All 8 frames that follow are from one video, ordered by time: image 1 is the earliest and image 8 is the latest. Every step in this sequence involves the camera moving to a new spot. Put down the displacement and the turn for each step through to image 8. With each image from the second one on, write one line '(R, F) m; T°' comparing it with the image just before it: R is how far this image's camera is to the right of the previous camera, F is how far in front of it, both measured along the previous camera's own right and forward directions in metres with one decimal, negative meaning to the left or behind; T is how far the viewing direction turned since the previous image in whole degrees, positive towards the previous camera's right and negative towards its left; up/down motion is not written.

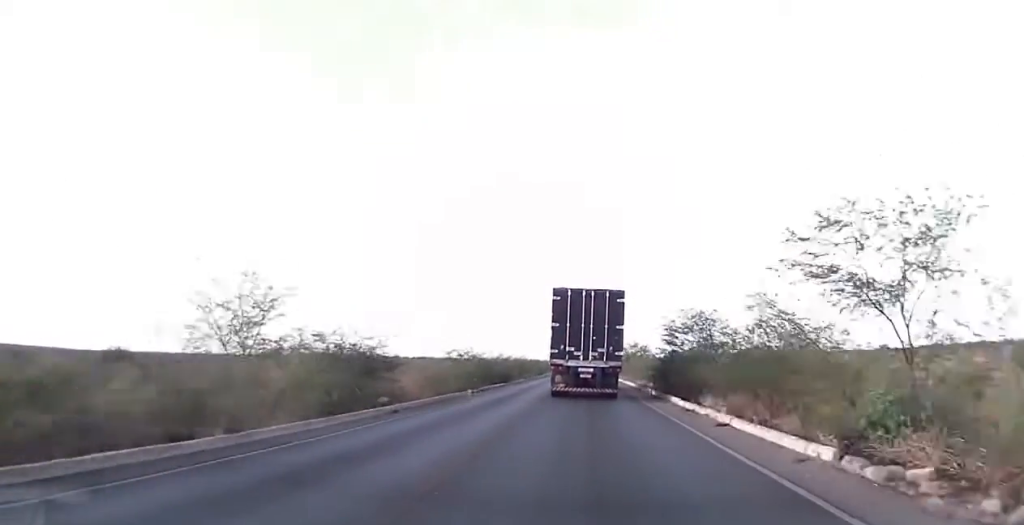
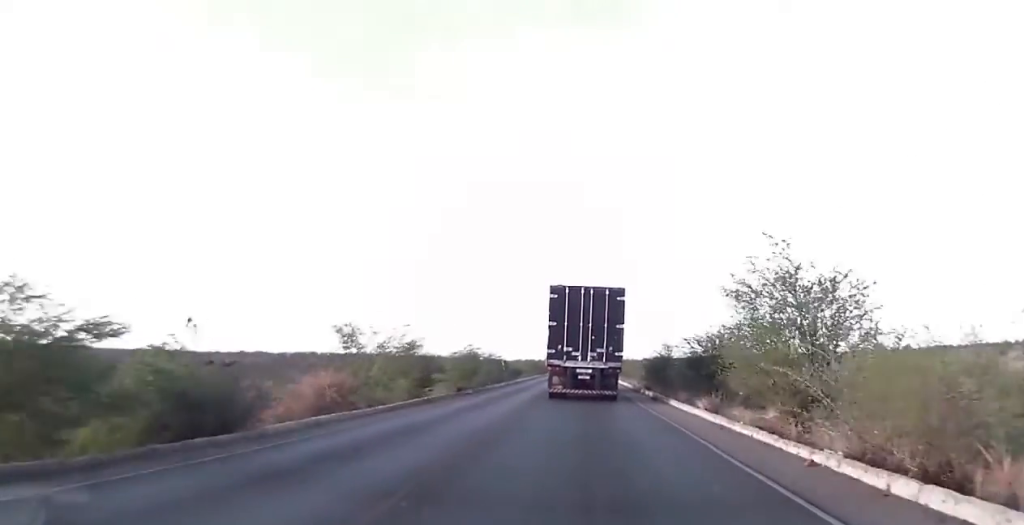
(0.0, +48.2) m; -1°
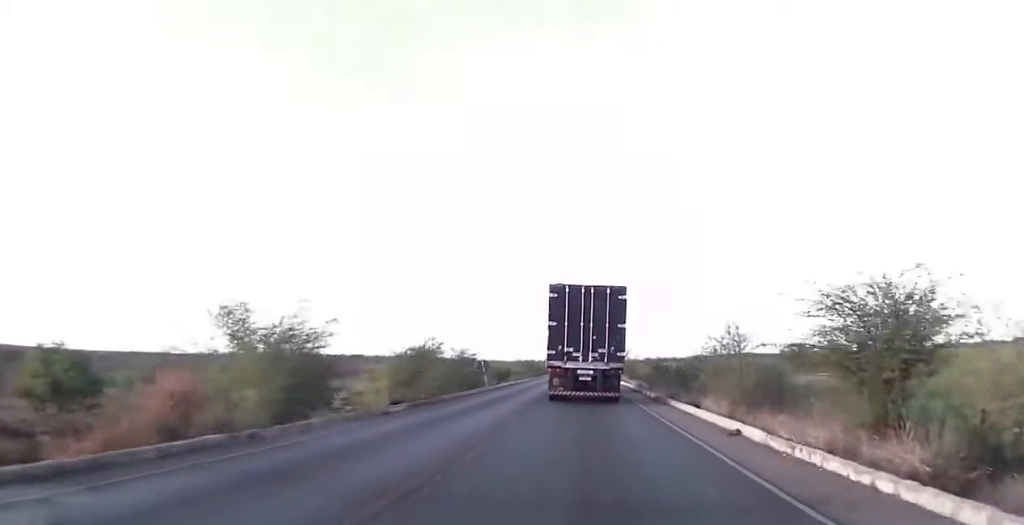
(-0.2, +15.5) m; -1°
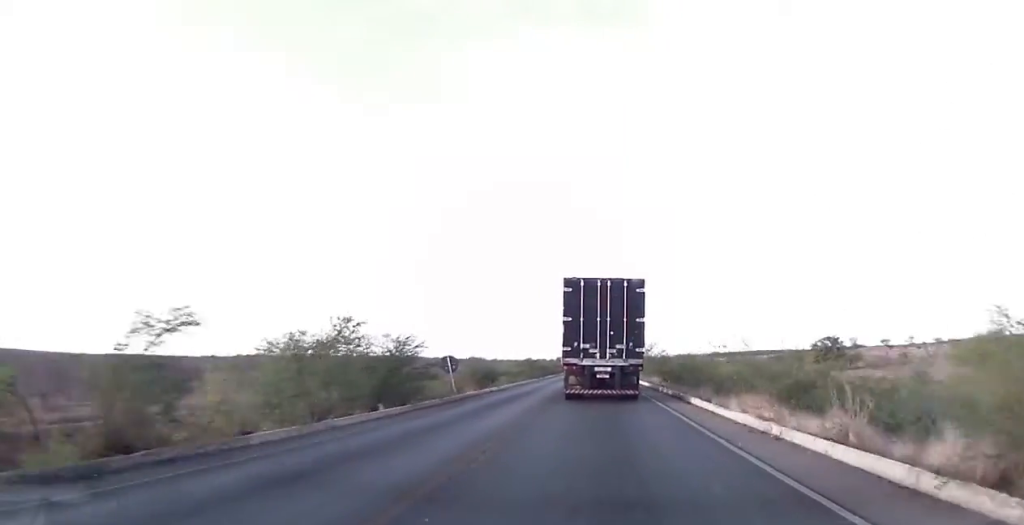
(0.0, +18.0) m; 0°
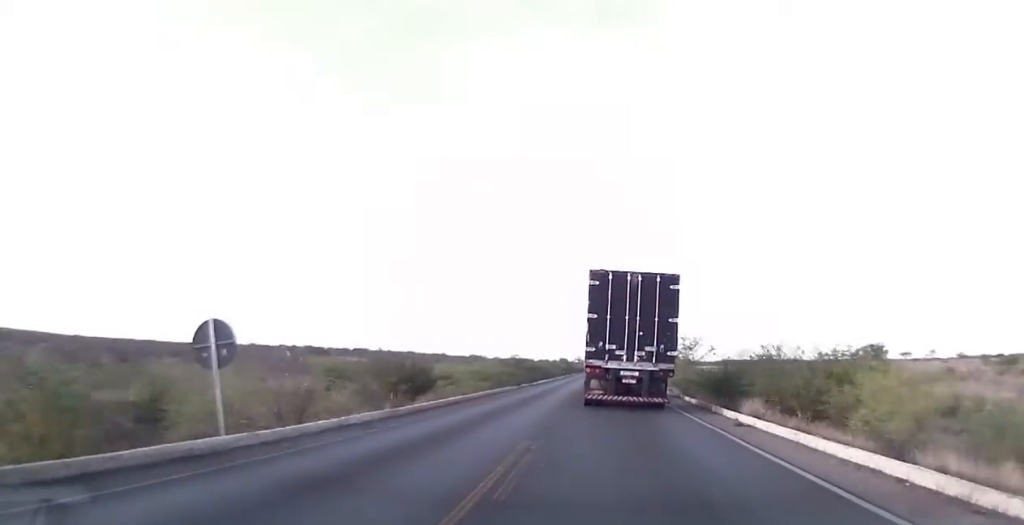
(+0.1, +24.0) m; 0°
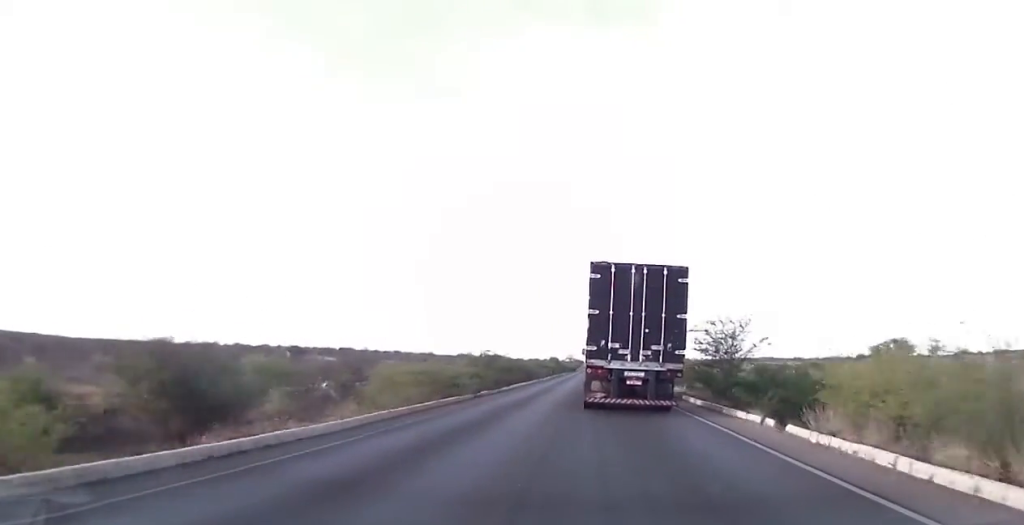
(0.0, +15.4) m; 0°
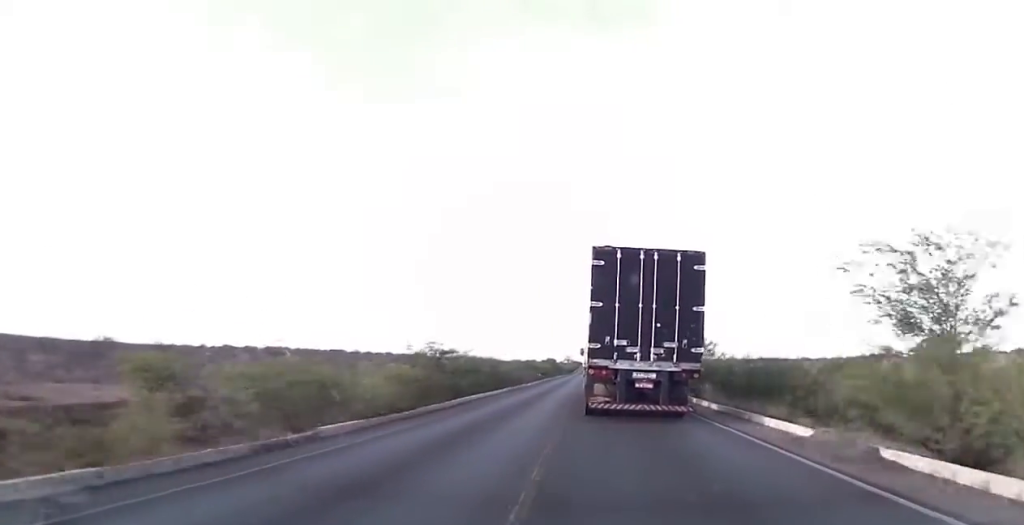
(0.0, +17.7) m; 0°
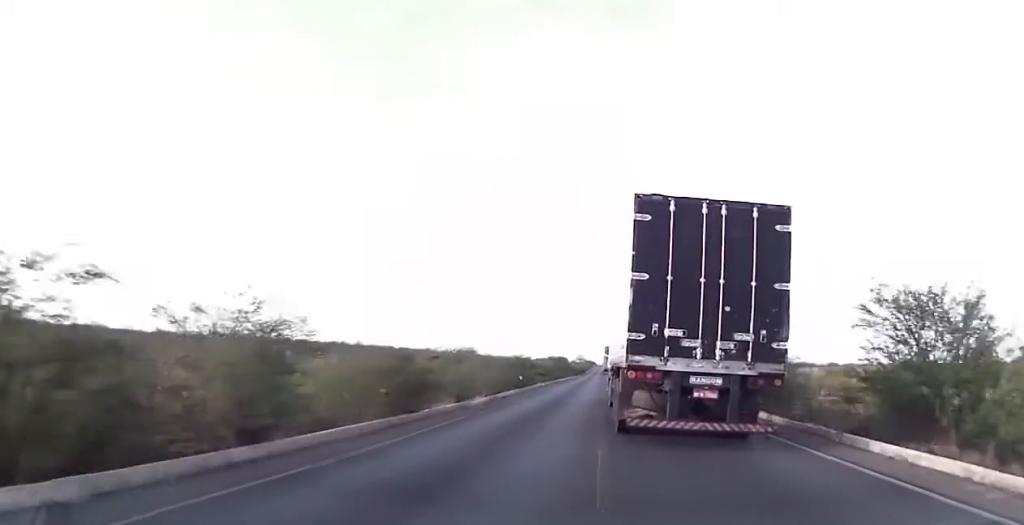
(-0.1, +27.5) m; 0°
